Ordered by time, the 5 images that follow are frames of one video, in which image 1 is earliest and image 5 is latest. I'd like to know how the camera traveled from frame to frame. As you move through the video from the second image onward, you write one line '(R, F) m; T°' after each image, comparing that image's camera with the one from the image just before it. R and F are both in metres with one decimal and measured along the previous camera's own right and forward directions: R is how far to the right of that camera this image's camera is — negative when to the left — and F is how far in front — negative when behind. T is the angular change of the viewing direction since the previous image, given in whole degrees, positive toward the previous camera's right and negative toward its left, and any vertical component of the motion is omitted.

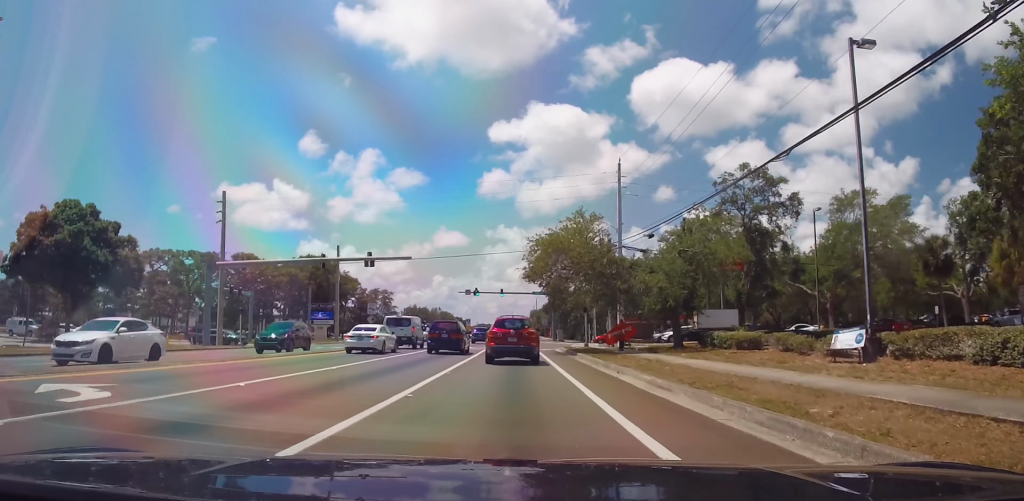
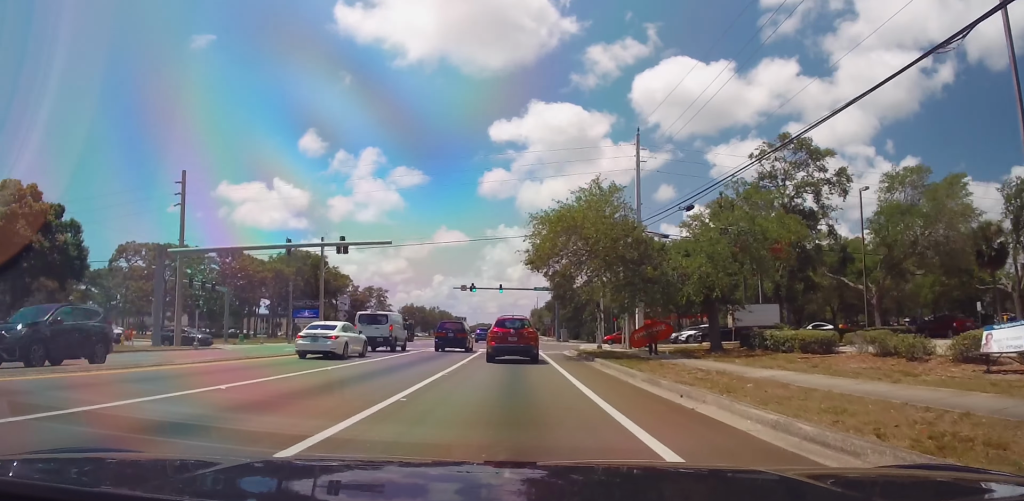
(0.0, +7.0) m; 0°
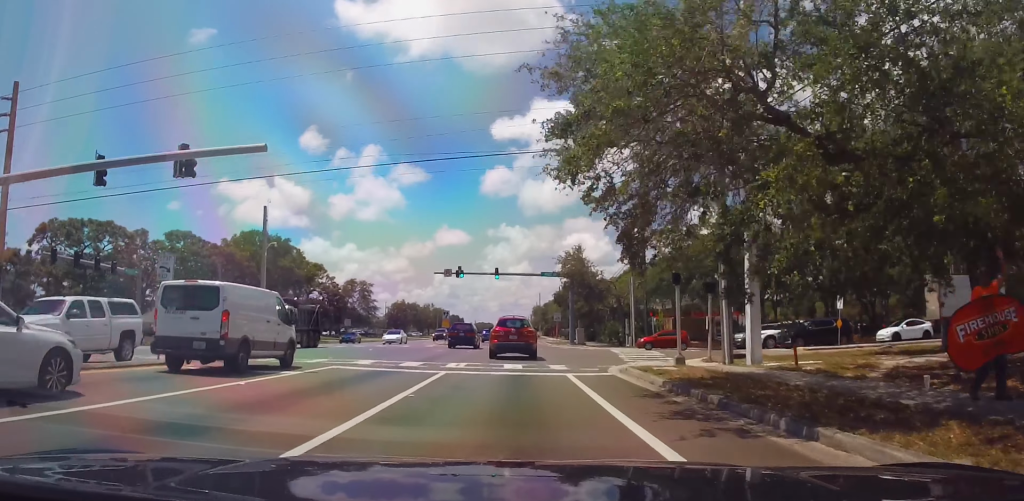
(0.0, +18.5) m; -2°
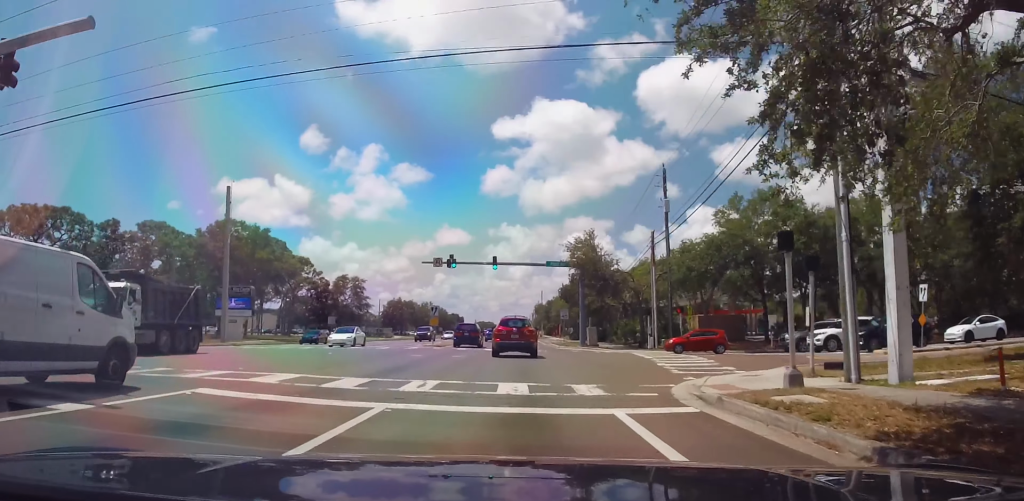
(-0.3, +8.3) m; 0°
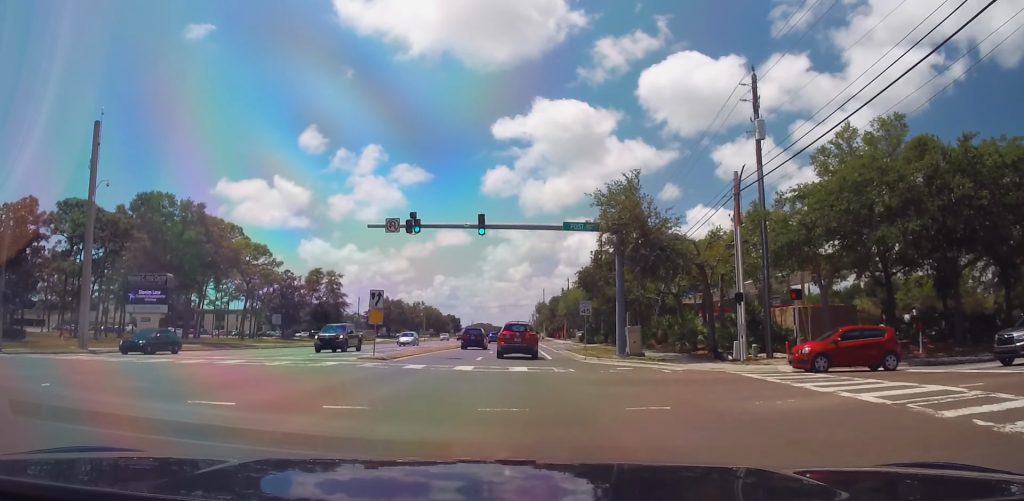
(+0.5, +18.5) m; +2°
